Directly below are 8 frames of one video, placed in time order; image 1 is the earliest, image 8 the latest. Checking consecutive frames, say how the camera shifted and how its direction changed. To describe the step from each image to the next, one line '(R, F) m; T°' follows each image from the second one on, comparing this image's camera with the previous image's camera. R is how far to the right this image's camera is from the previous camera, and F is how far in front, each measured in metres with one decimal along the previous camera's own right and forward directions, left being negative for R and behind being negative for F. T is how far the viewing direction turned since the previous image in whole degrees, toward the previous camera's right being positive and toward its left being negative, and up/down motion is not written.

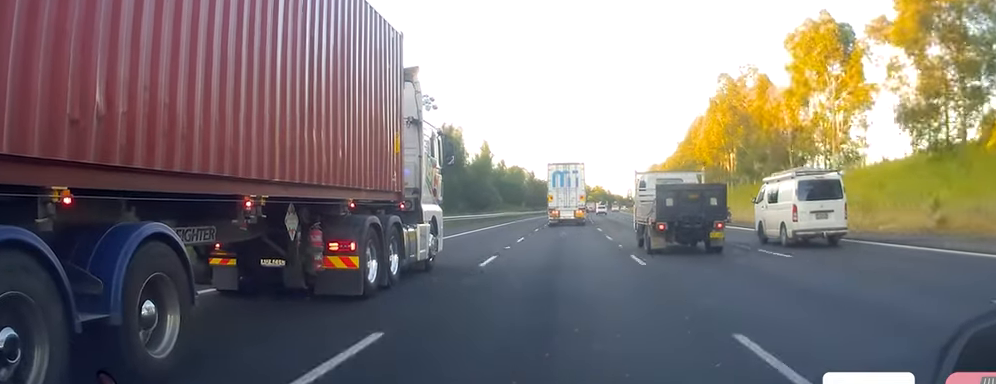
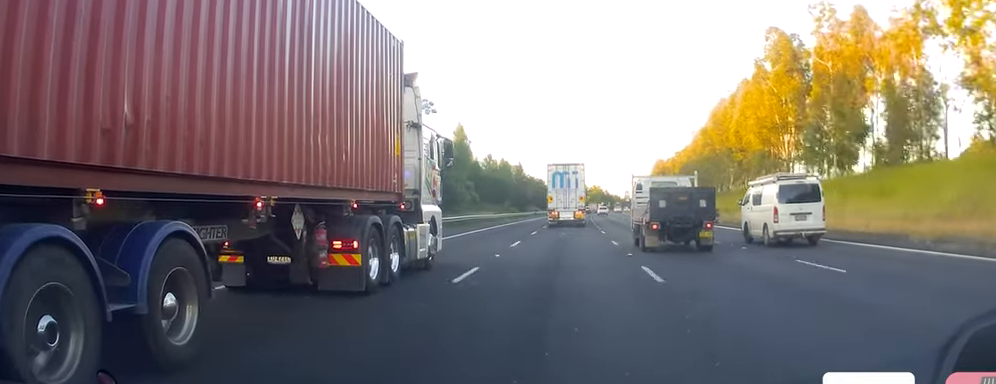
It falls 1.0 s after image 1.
(-0.3, +27.5) m; 0°
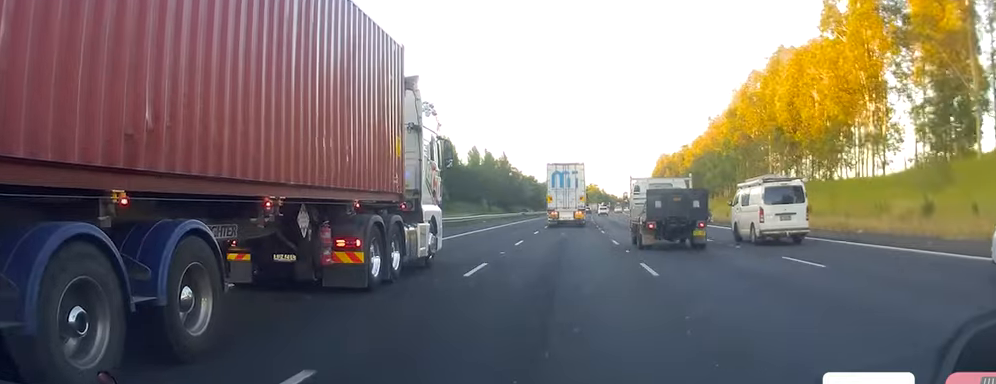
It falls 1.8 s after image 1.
(+0.3, +22.9) m; +1°
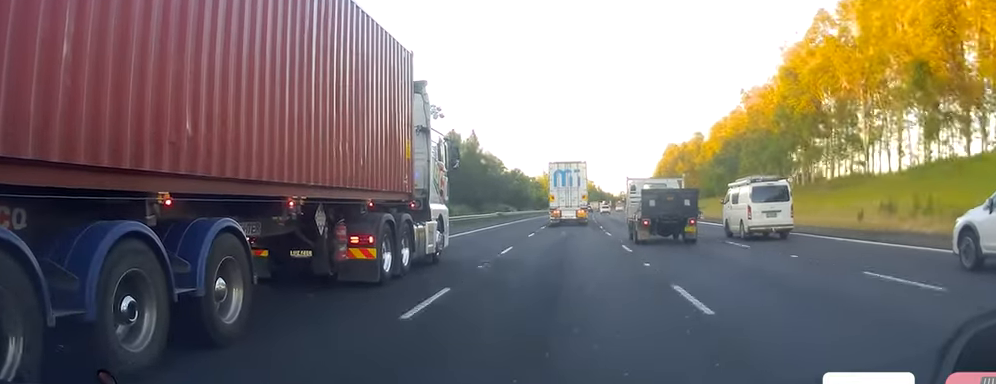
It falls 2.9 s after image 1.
(+0.4, +29.3) m; +2°
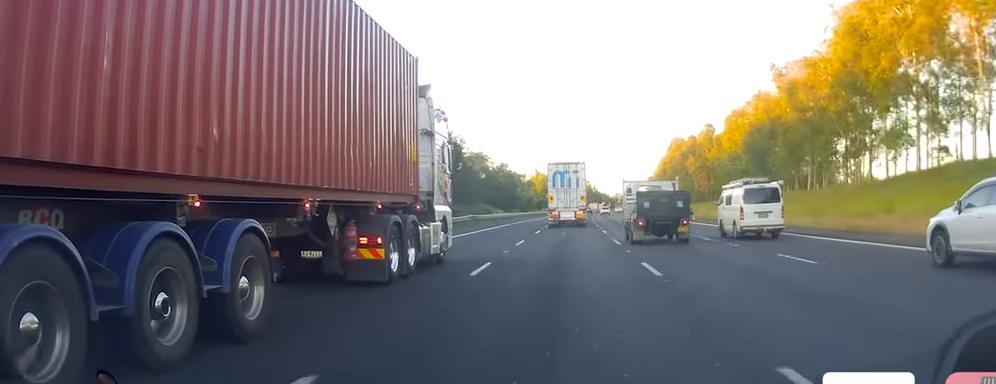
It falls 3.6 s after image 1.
(+0.4, +18.3) m; 0°
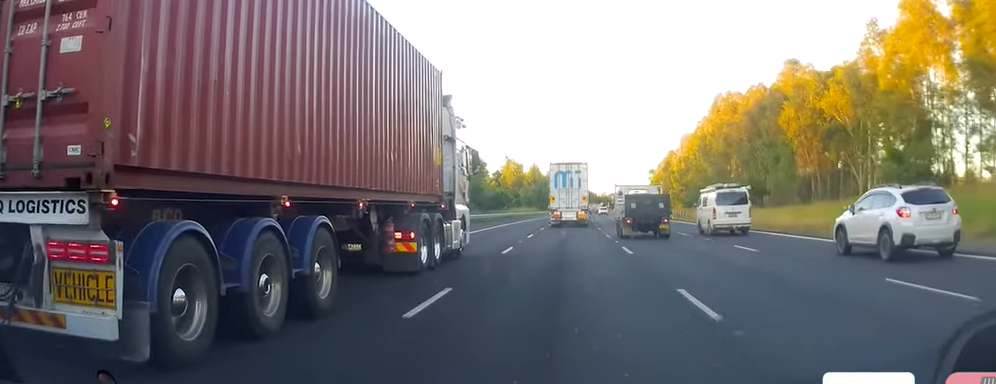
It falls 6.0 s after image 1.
(-0.4, +65.7) m; +1°
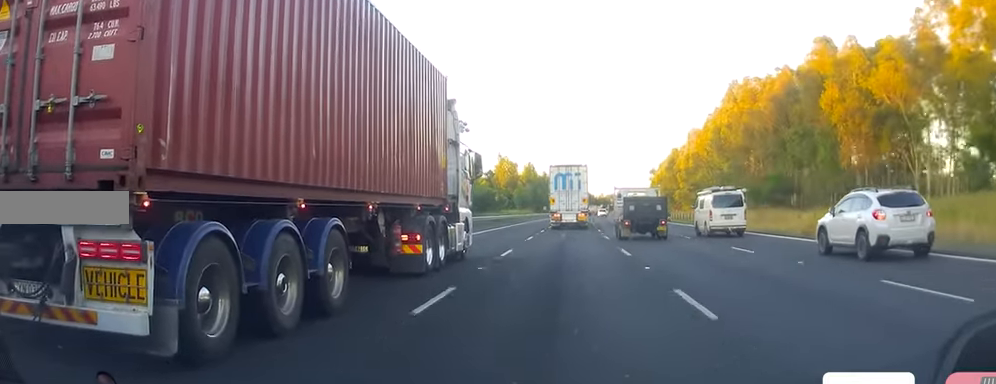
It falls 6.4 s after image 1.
(+0.1, +11.9) m; 0°
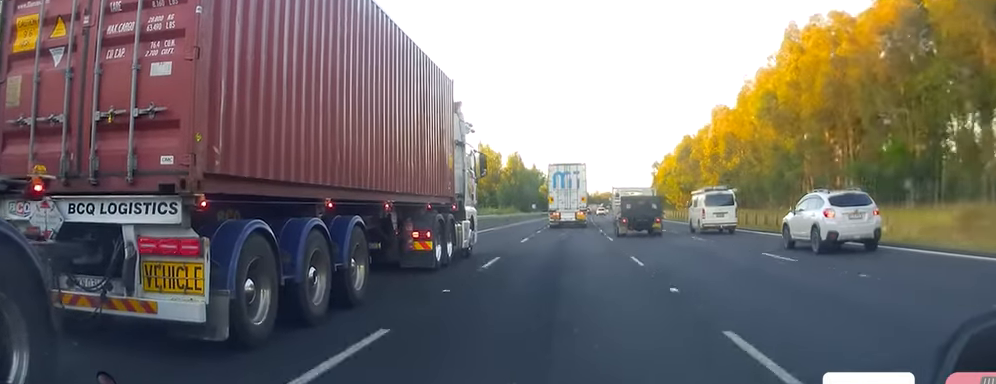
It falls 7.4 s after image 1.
(0.0, +28.4) m; 0°
